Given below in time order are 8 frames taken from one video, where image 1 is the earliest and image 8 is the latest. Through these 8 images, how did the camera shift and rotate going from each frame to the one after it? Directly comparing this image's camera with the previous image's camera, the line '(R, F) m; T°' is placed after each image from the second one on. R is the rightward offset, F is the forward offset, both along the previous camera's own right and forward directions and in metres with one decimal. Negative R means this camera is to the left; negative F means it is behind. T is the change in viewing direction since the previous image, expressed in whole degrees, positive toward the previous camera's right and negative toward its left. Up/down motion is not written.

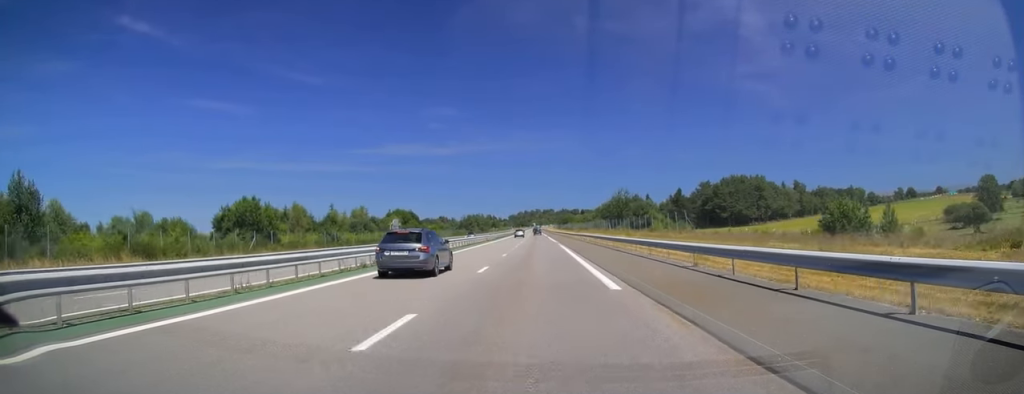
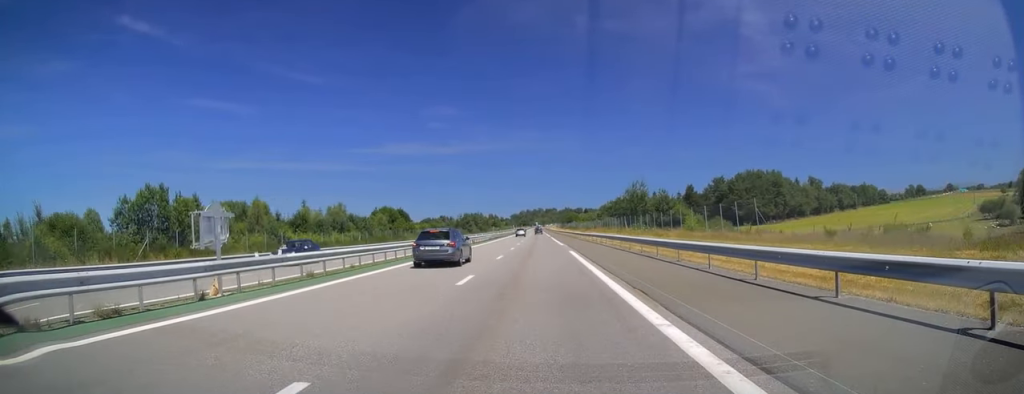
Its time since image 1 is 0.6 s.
(+0.1, +17.6) m; -1°
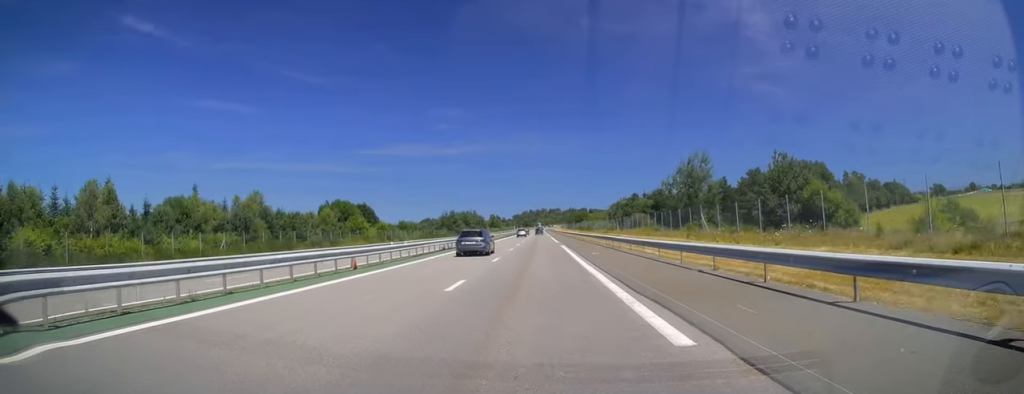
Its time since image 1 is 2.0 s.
(-0.6, +40.7) m; -1°
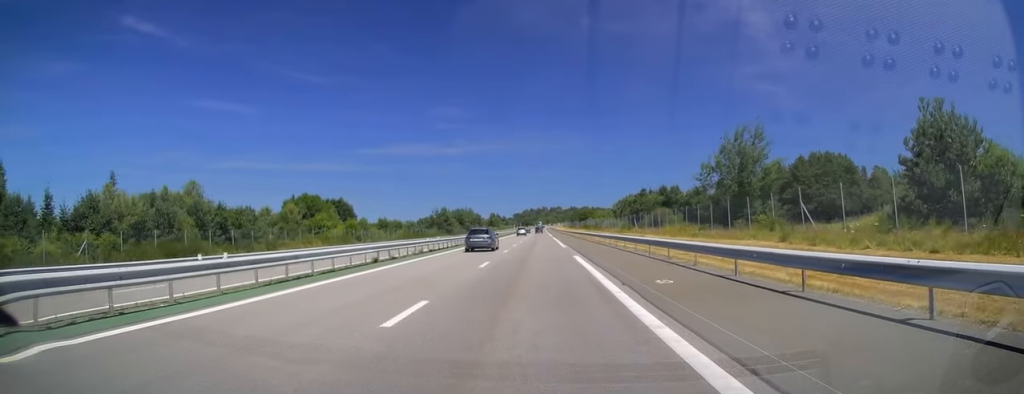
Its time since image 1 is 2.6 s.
(0.0, +18.2) m; 0°
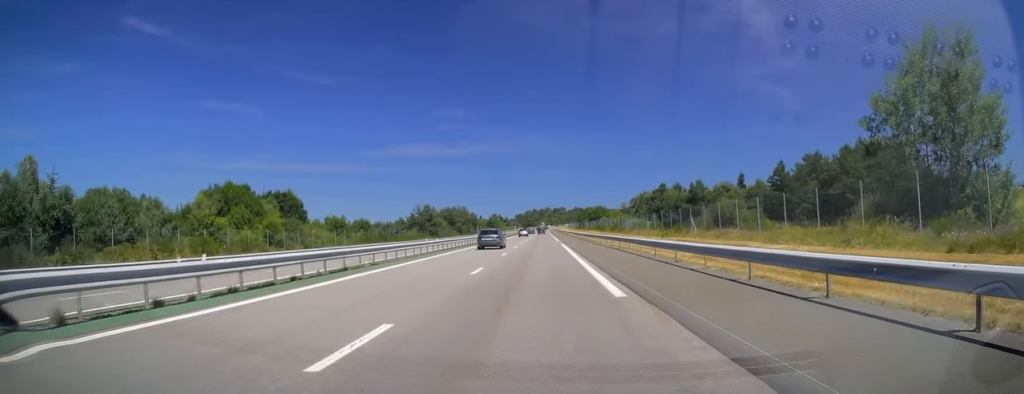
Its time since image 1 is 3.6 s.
(0.0, +28.9) m; 0°
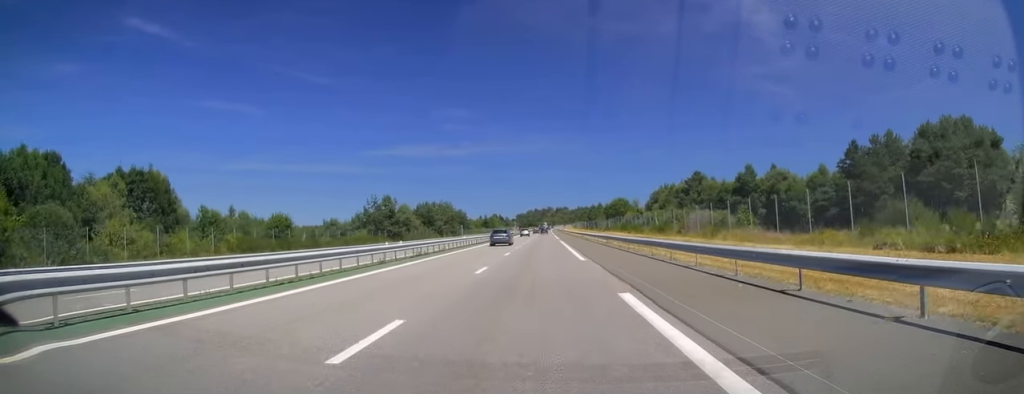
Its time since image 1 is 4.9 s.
(+0.1, +38.7) m; +1°
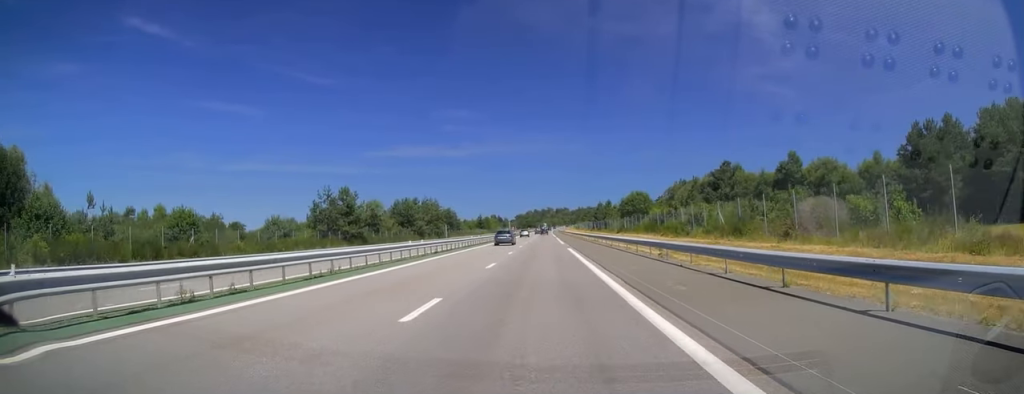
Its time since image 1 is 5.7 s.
(+0.3, +23.0) m; 0°
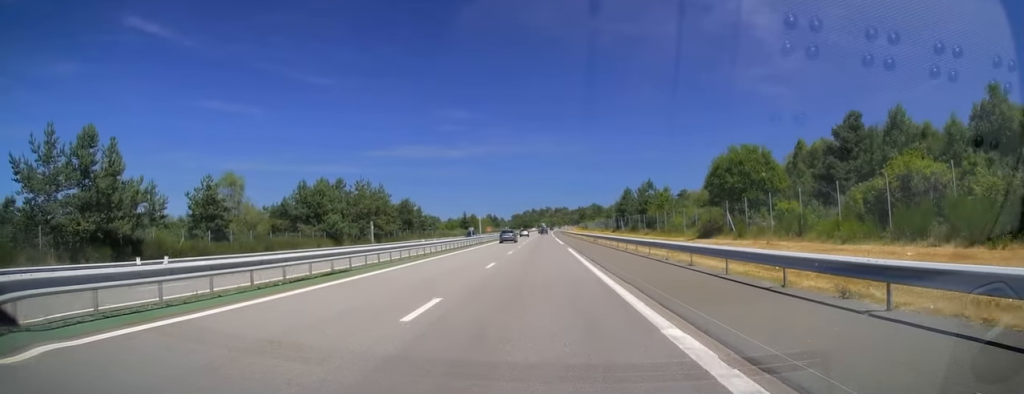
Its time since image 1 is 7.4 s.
(-0.6, +51.9) m; -1°
